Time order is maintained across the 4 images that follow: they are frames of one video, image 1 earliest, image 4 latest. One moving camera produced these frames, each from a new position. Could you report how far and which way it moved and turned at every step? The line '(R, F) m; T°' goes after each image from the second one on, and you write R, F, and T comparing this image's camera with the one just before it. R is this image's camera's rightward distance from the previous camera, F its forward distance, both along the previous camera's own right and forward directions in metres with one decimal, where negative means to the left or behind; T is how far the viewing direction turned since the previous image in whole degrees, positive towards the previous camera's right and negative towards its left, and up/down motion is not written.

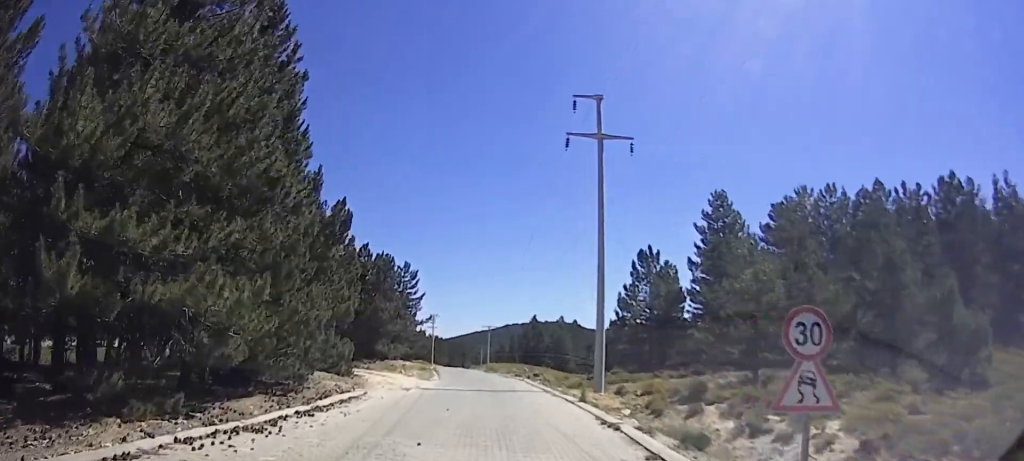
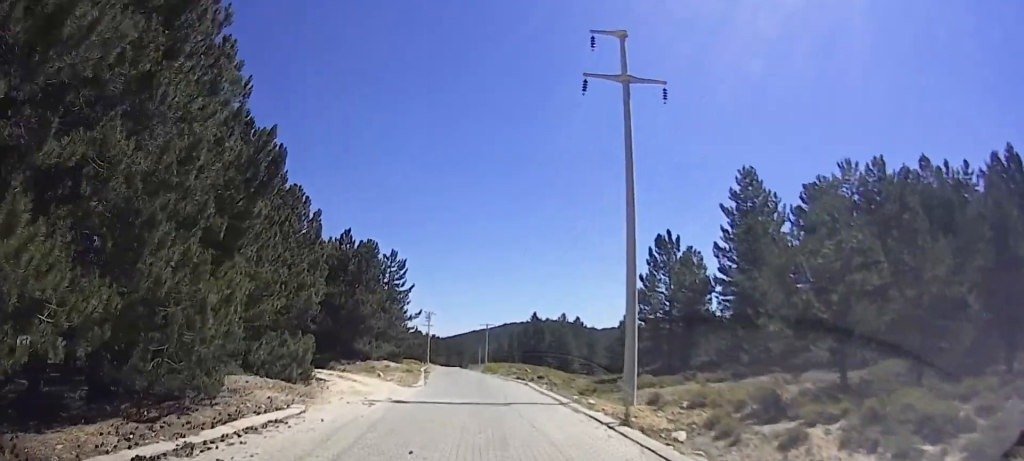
(0.0, +5.5) m; 0°
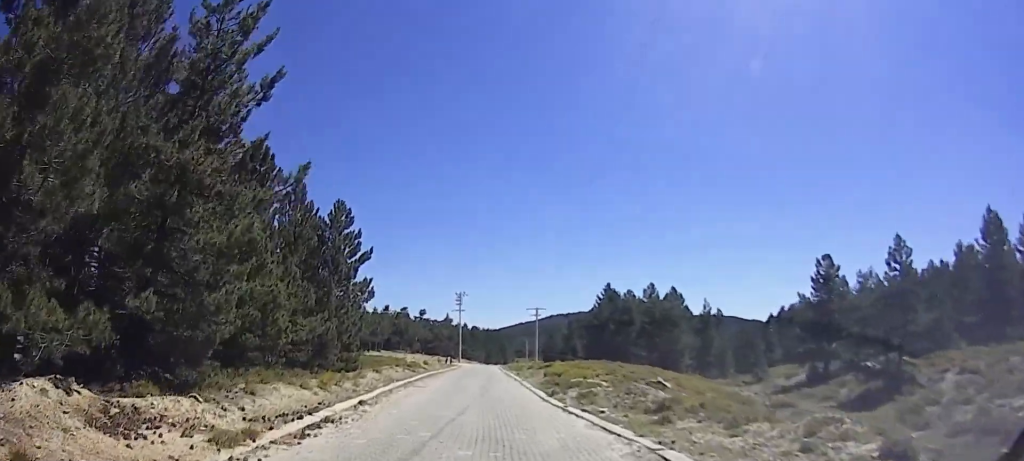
(0.0, +31.1) m; 0°
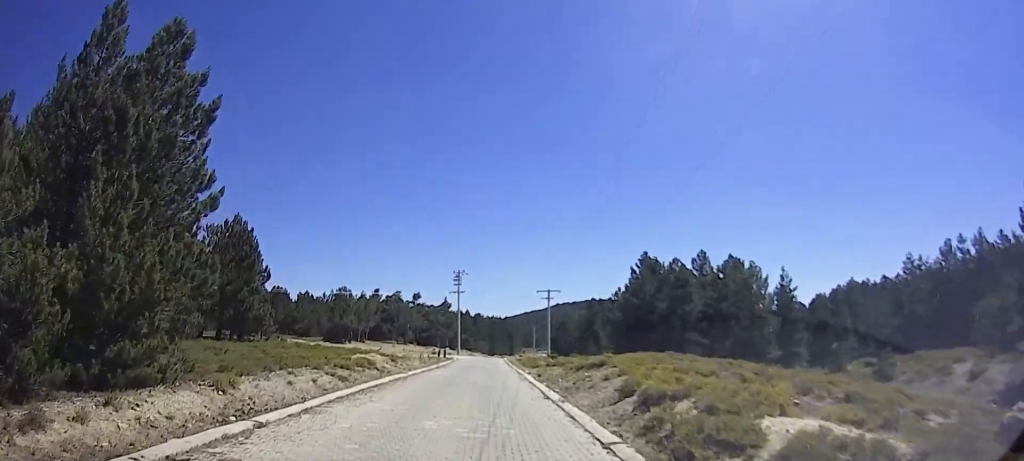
(0.0, +15.5) m; 0°
